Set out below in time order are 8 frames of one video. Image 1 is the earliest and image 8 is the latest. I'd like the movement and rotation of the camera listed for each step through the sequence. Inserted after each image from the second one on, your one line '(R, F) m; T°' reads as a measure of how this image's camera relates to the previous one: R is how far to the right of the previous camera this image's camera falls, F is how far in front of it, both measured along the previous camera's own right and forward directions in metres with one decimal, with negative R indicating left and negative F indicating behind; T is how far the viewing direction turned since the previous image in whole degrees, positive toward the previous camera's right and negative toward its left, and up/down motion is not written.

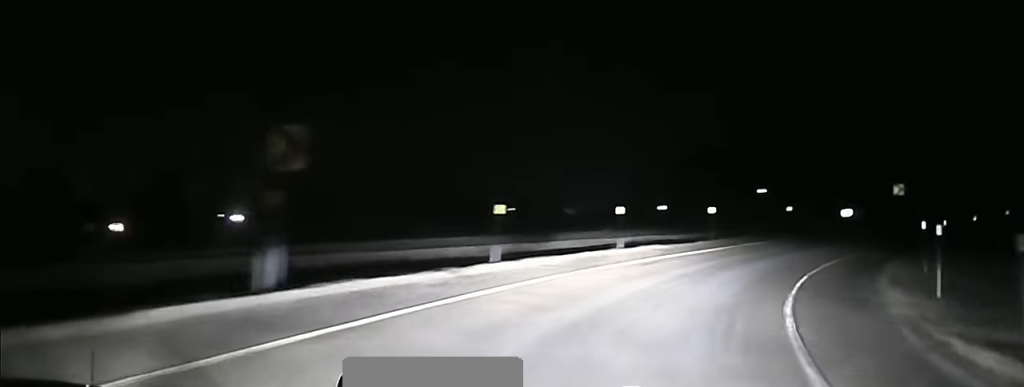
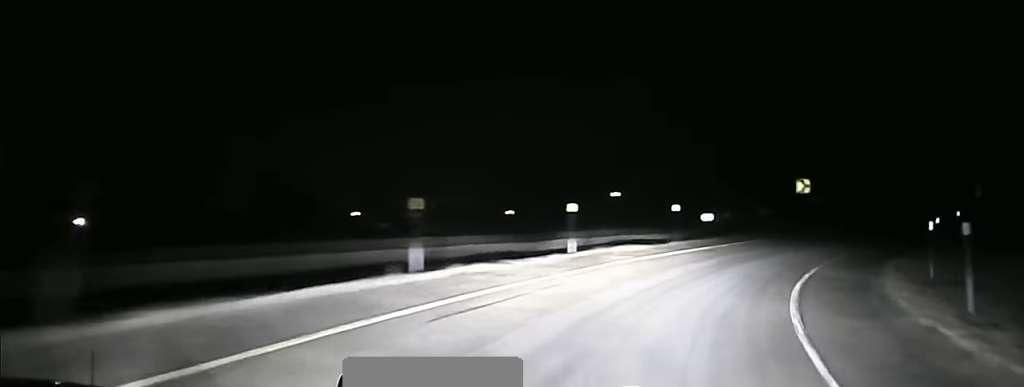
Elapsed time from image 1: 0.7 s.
(+1.0, +12.2) m; +11°
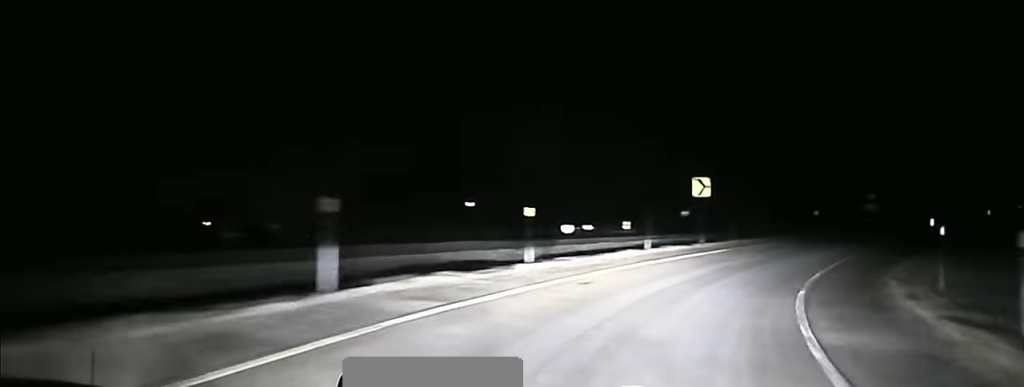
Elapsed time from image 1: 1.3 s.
(+1.2, +11.9) m; +7°
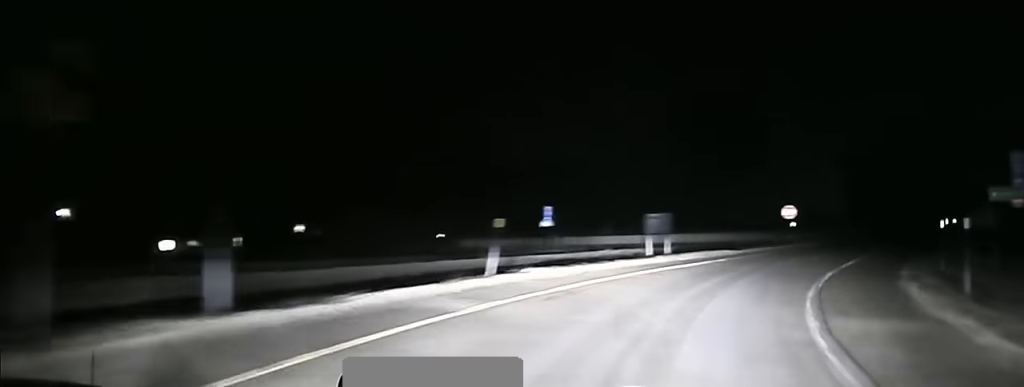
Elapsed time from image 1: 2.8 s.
(+4.1, +27.8) m; +20°
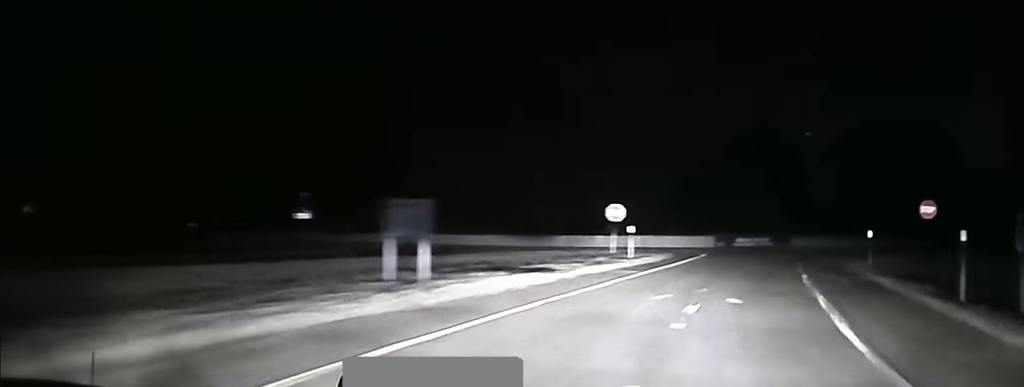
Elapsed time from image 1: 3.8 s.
(+2.6, +18.5) m; +13°
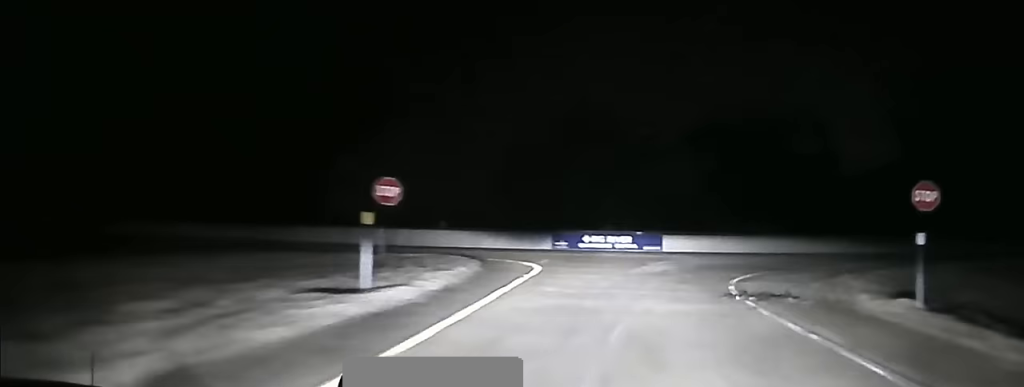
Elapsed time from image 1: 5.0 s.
(+2.3, +23.4) m; +13°
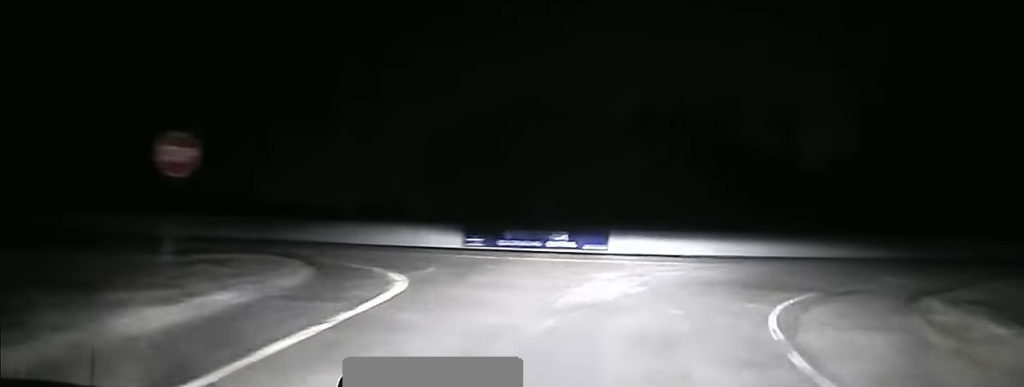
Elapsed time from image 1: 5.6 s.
(+0.2, +9.7) m; +10°
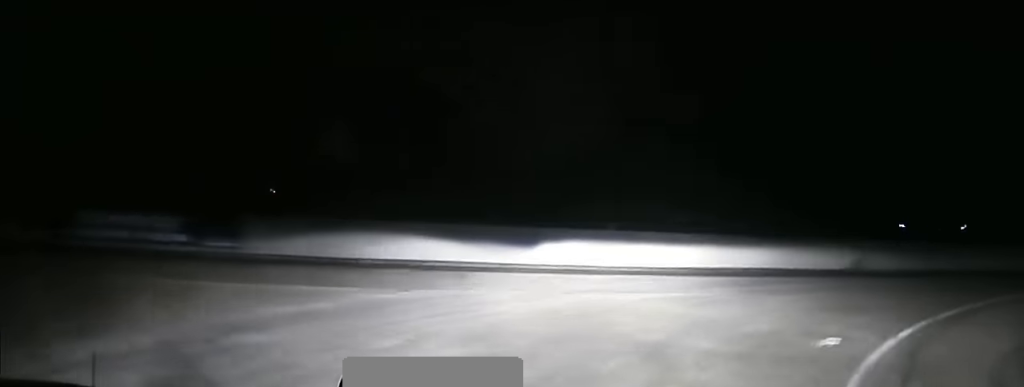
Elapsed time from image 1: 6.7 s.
(+3.0, +12.6) m; +25°
